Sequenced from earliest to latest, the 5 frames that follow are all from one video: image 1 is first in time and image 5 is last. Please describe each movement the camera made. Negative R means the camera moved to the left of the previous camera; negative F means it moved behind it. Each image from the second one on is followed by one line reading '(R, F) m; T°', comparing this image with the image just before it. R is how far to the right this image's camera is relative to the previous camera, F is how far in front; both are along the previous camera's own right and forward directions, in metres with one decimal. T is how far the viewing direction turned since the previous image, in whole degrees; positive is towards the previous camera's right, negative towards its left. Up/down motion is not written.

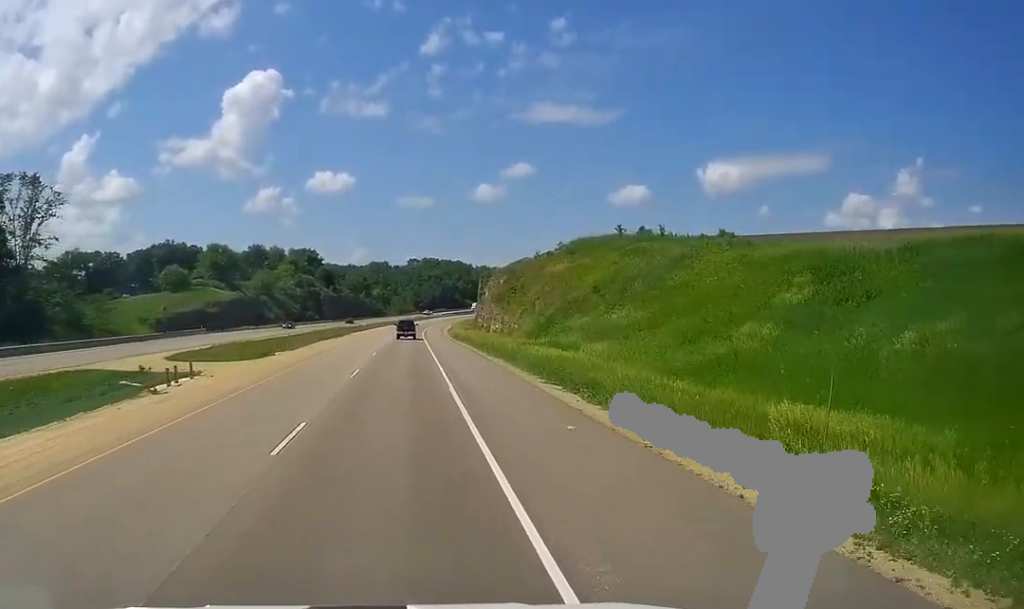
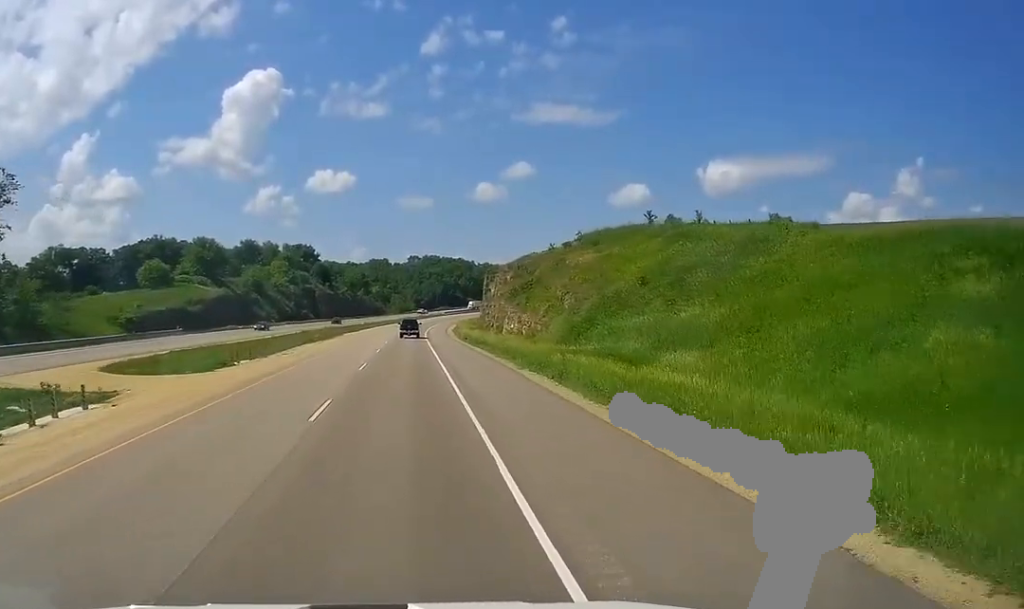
(+0.2, +12.3) m; +1°
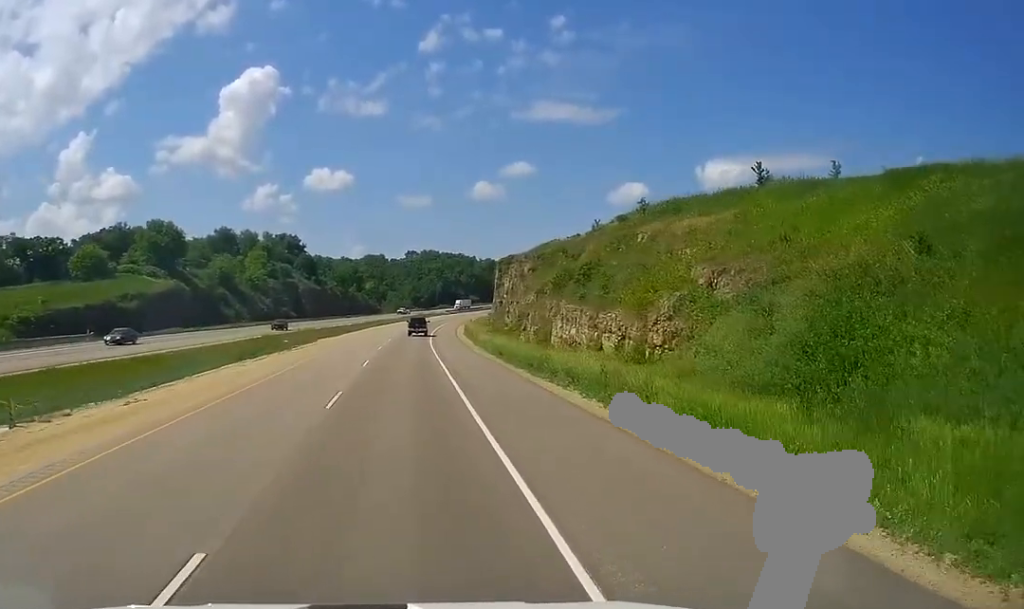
(+0.4, +28.8) m; +1°
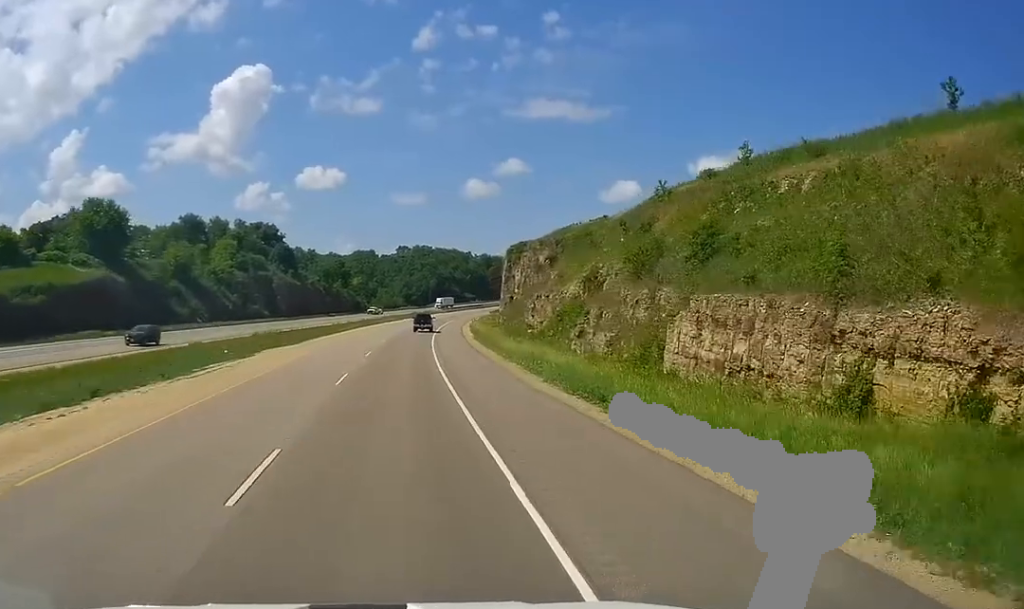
(0.0, +25.2) m; 0°
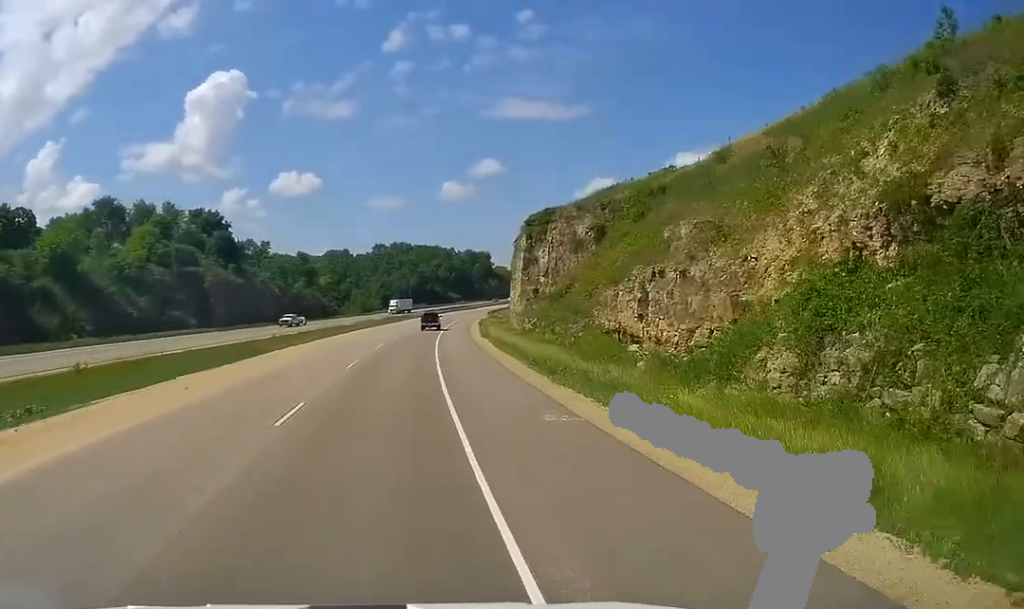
(0.0, +39.9) m; 0°
